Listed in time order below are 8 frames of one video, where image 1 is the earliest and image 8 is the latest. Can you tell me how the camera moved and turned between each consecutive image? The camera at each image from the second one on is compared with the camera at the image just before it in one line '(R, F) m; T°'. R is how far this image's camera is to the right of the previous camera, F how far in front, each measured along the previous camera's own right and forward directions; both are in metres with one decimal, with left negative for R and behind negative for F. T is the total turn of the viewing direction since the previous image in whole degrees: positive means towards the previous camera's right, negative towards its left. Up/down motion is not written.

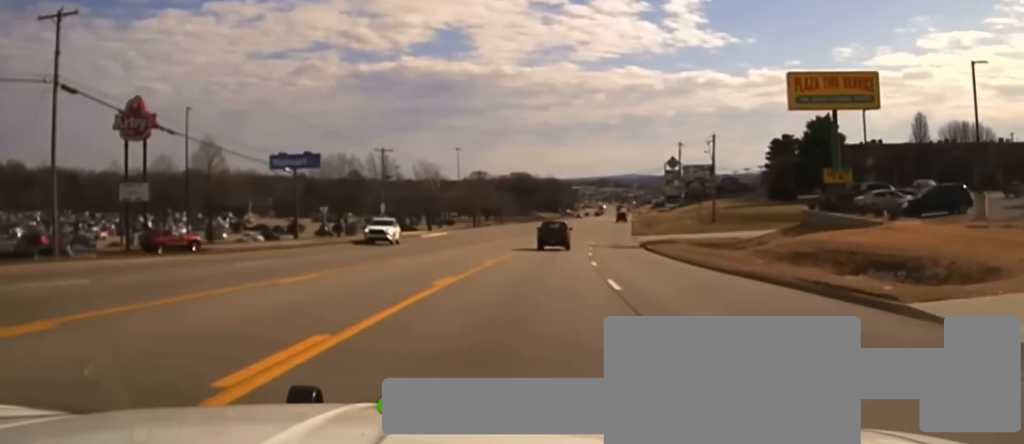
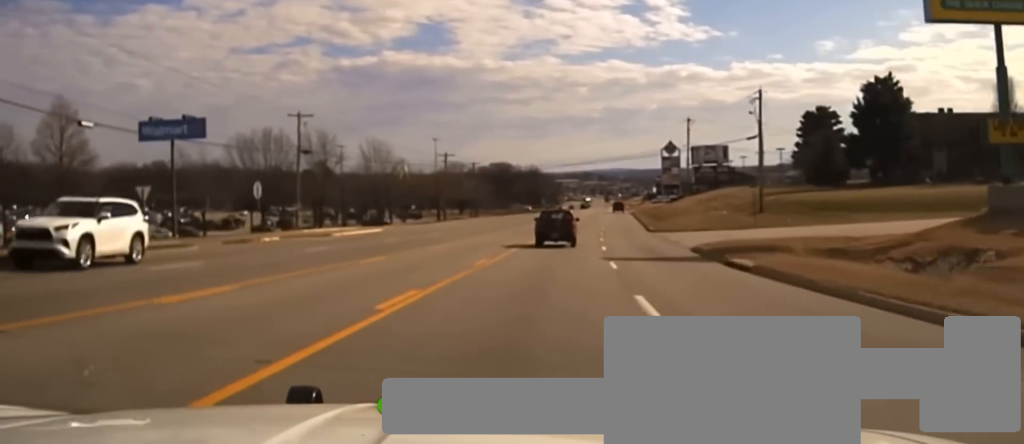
(+0.9, +29.6) m; +3°
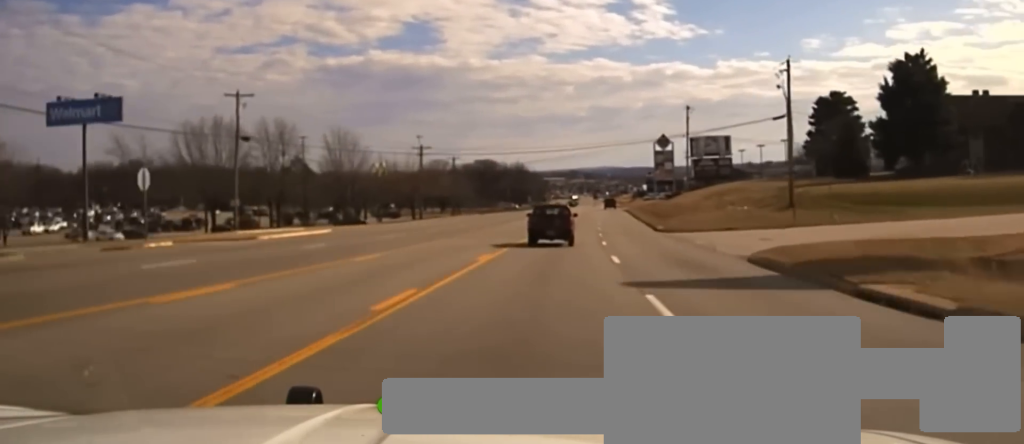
(+0.1, +12.7) m; +1°
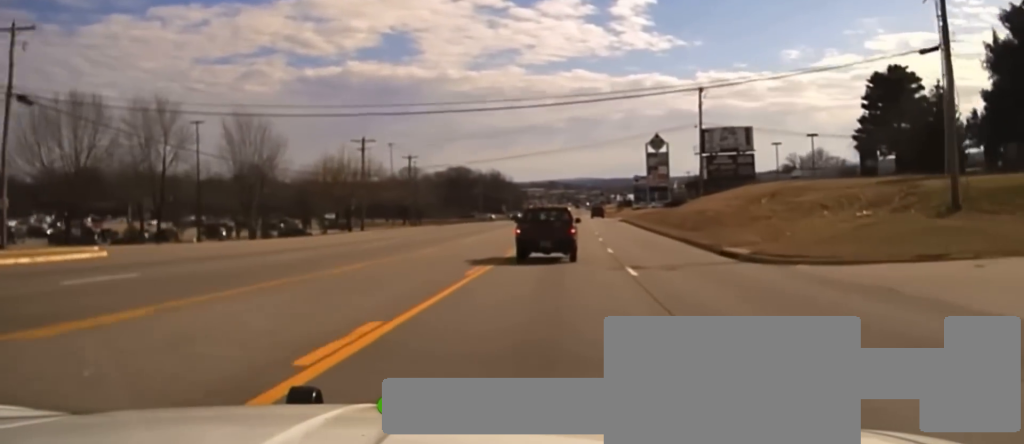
(+0.5, +29.2) m; 0°
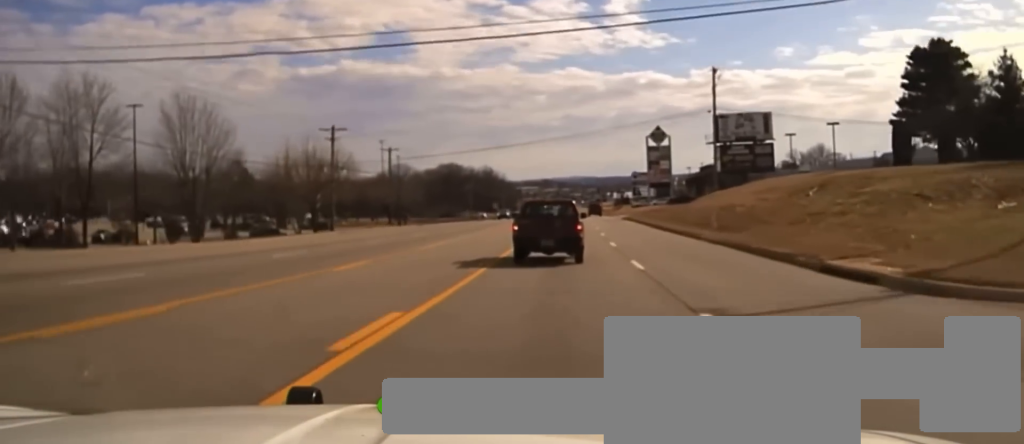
(-0.1, +12.7) m; 0°
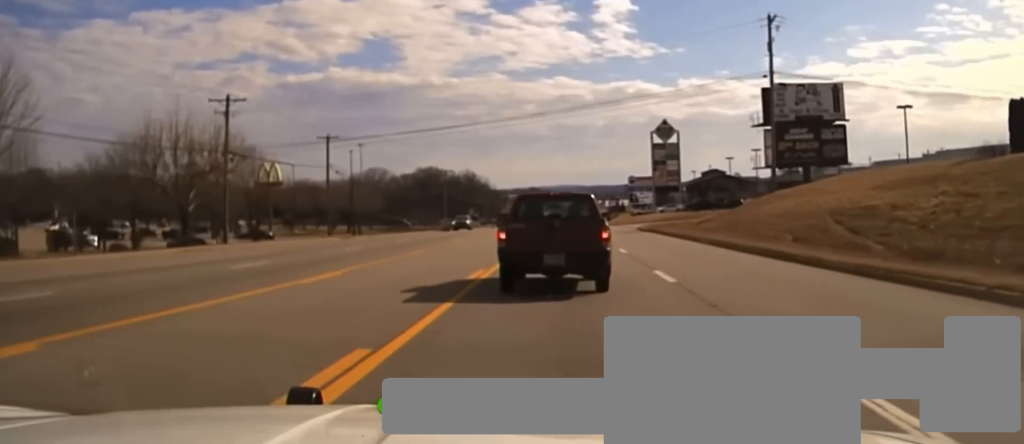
(0.0, +29.6) m; +1°
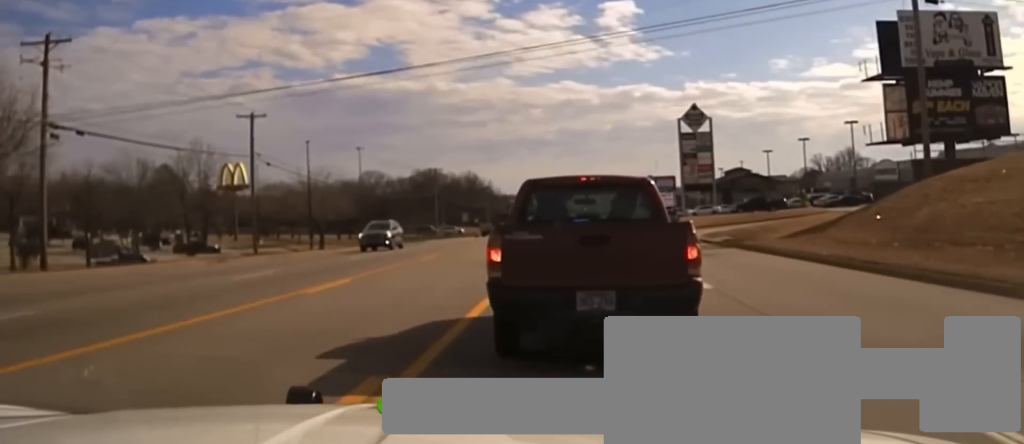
(+0.2, +30.4) m; 0°
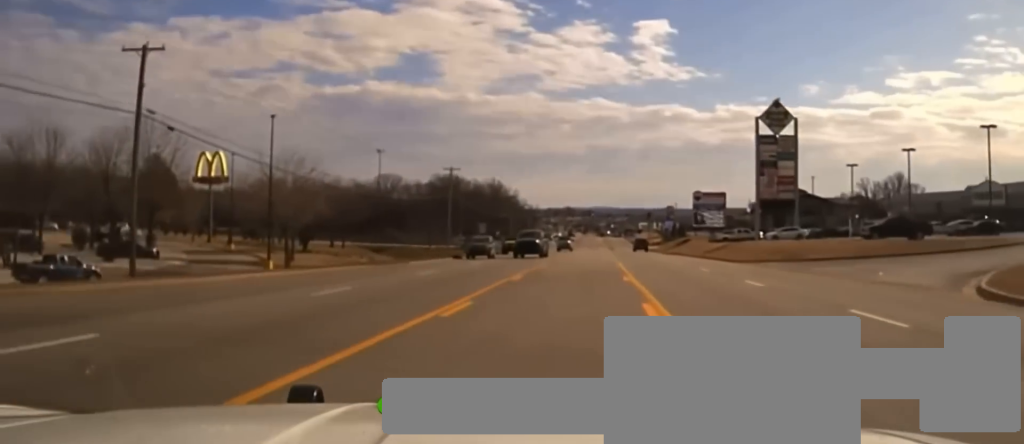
(-0.1, +29.4) m; -1°
